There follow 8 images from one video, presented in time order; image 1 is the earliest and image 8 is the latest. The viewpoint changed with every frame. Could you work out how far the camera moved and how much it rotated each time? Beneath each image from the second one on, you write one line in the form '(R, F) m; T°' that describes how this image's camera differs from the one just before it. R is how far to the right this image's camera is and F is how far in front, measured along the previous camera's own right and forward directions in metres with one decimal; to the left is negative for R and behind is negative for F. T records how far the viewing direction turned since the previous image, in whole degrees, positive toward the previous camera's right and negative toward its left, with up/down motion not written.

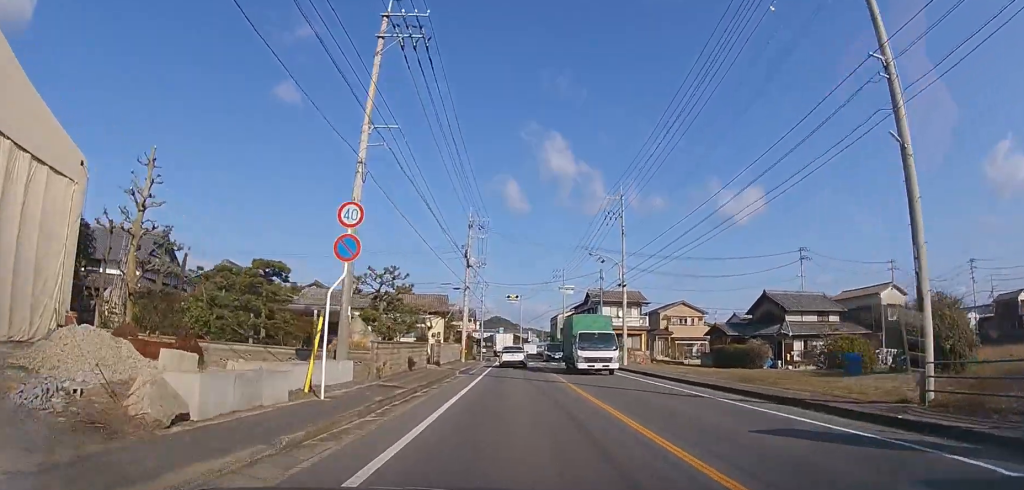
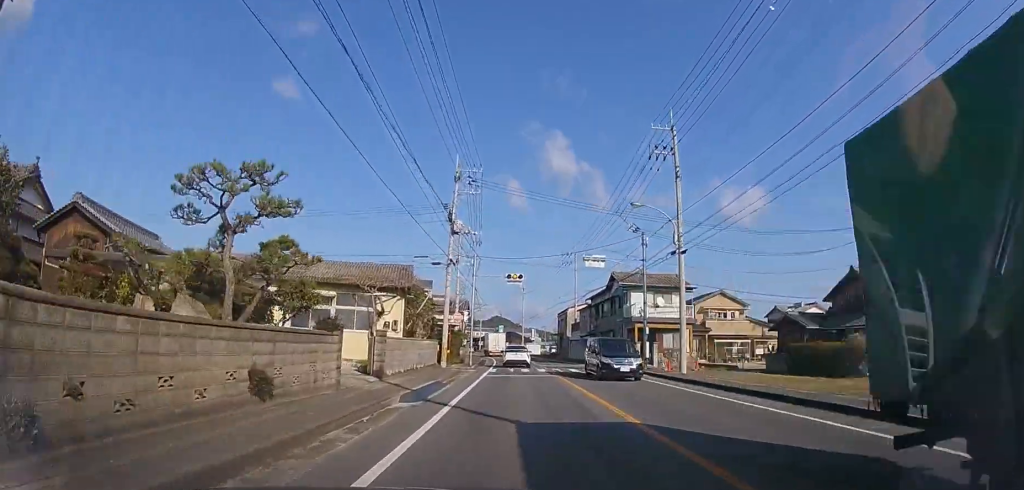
(0.0, +12.5) m; 0°
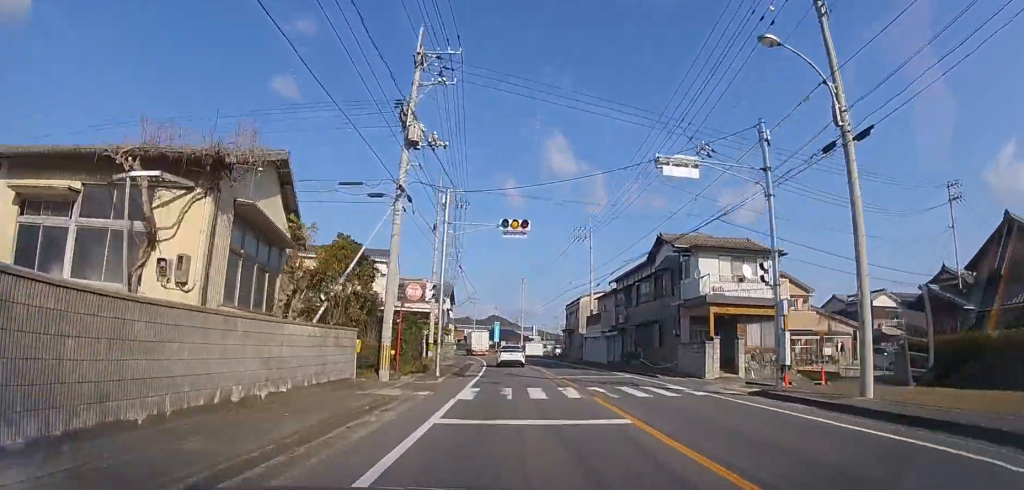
(0.0, +13.7) m; 0°
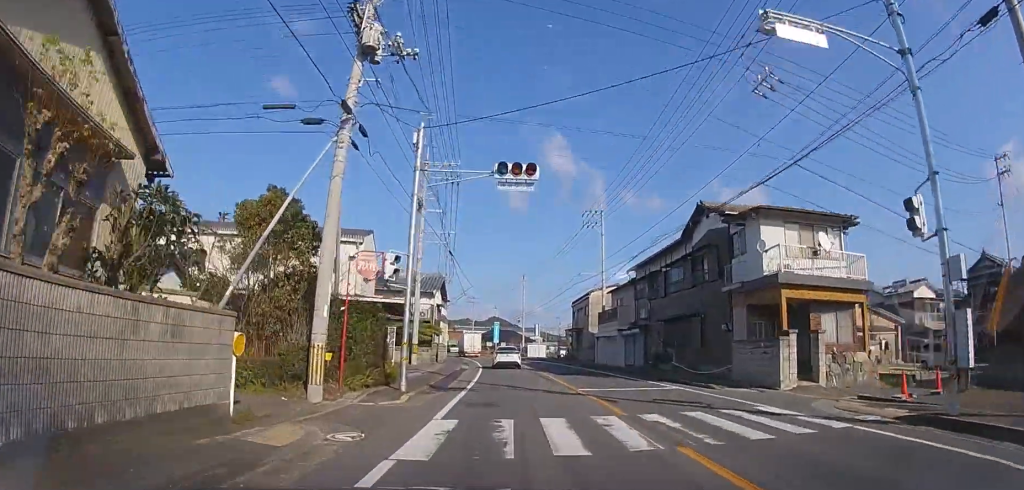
(0.0, +5.9) m; 0°
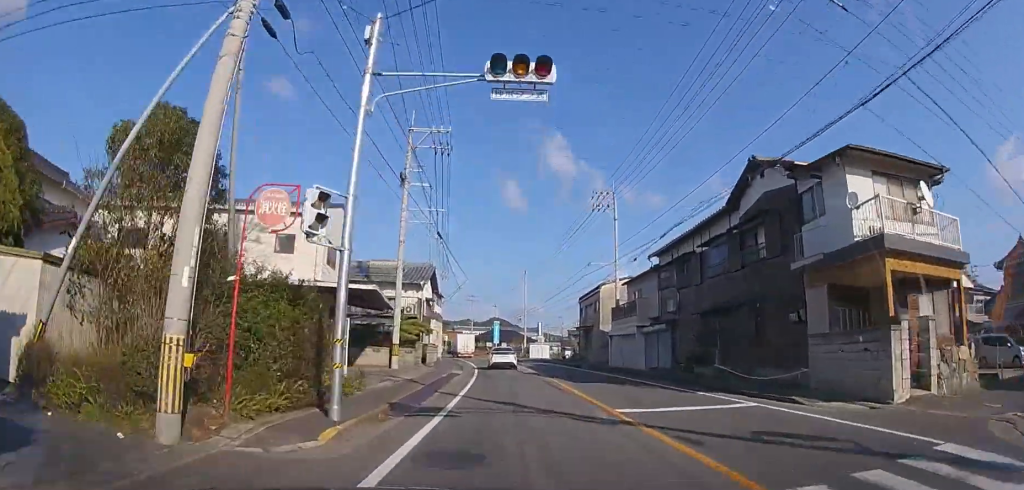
(0.0, +5.1) m; 0°
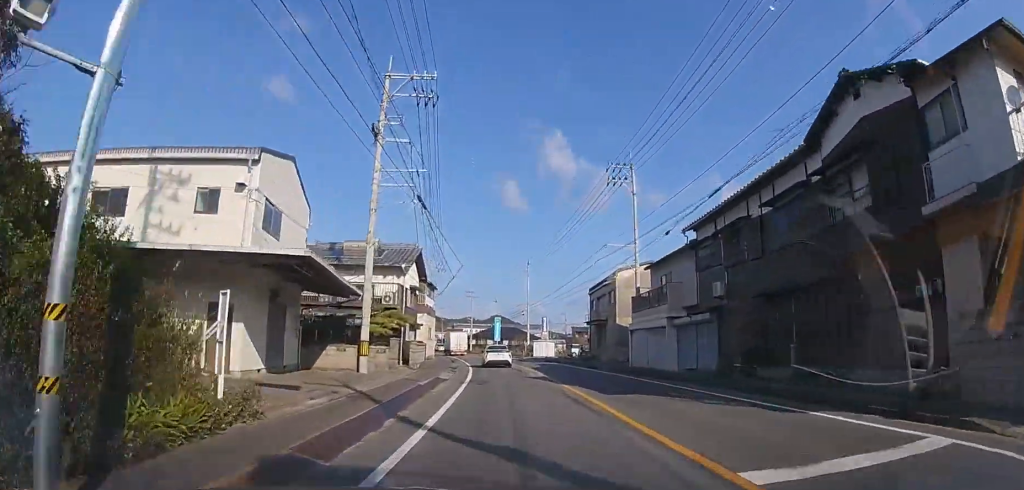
(0.0, +5.9) m; 0°
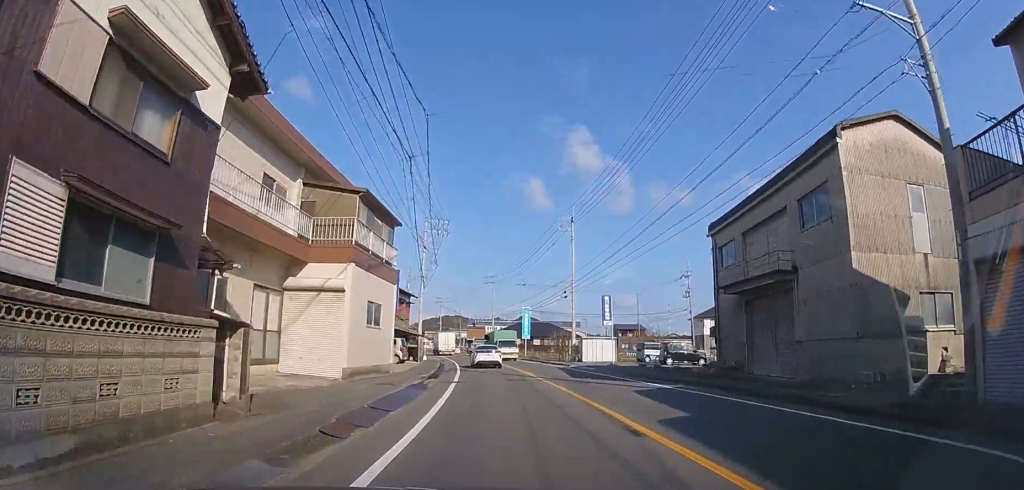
(-0.5, +22.9) m; -4°
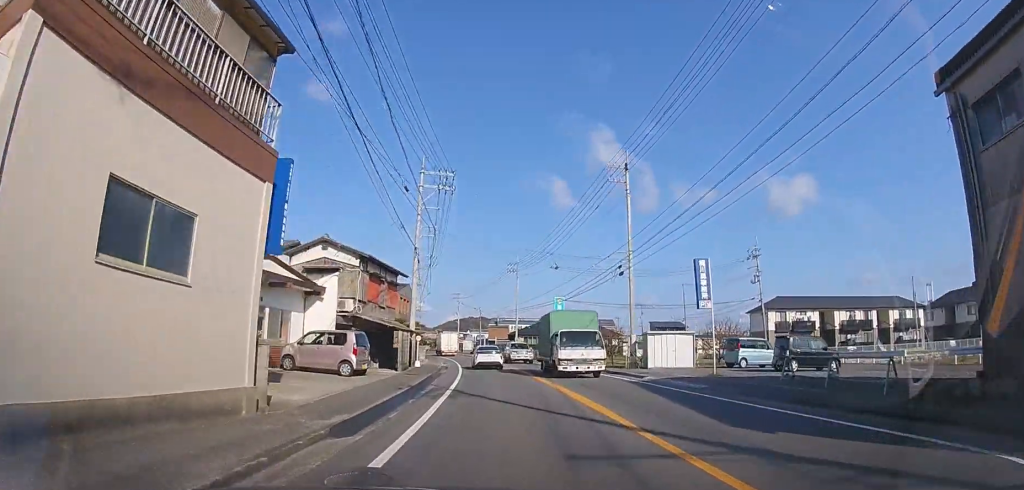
(-0.4, +13.7) m; -3°
